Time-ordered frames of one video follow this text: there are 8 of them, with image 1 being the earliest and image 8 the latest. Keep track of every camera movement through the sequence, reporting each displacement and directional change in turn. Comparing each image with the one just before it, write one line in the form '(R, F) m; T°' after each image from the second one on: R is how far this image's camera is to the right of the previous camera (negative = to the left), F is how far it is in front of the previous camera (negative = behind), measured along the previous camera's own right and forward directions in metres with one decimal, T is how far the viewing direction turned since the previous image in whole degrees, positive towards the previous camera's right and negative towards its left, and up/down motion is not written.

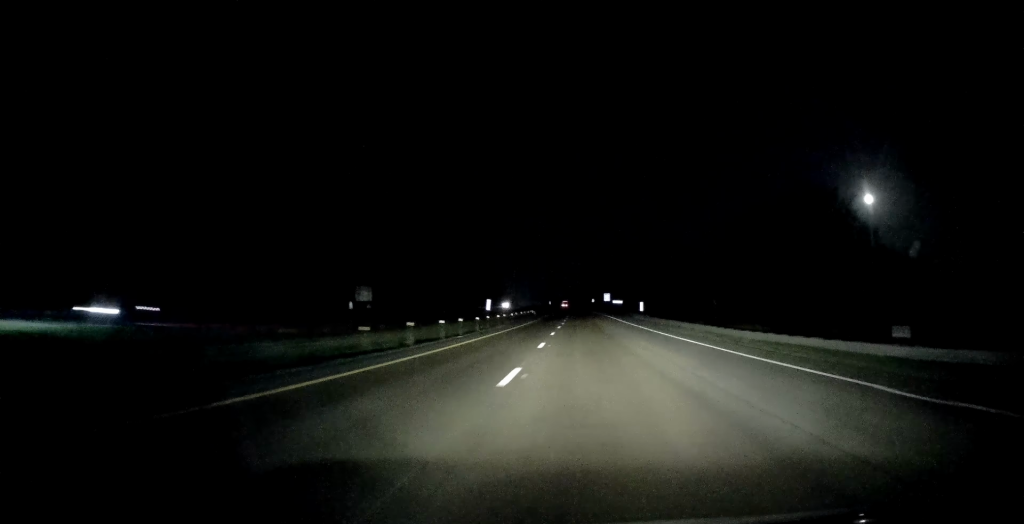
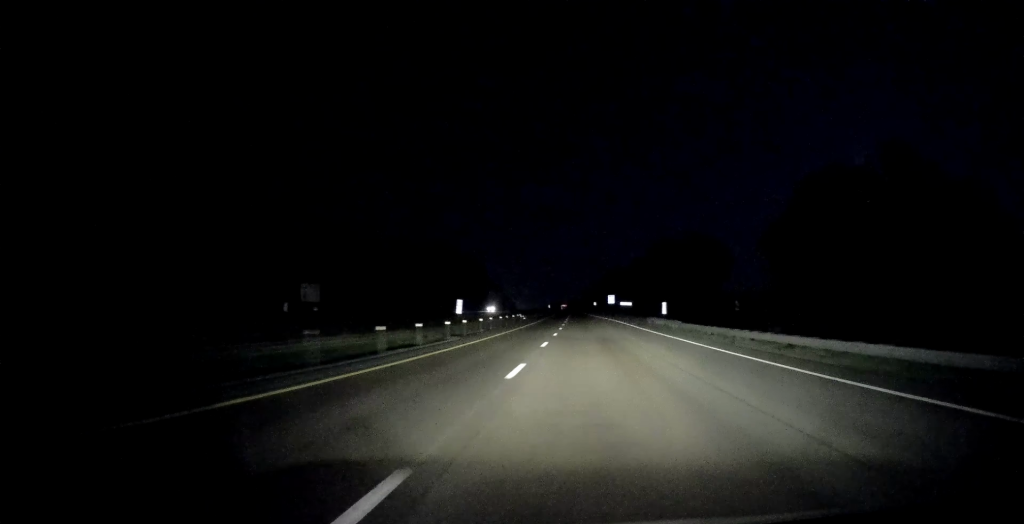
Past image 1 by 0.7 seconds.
(+0.1, +22.7) m; 0°
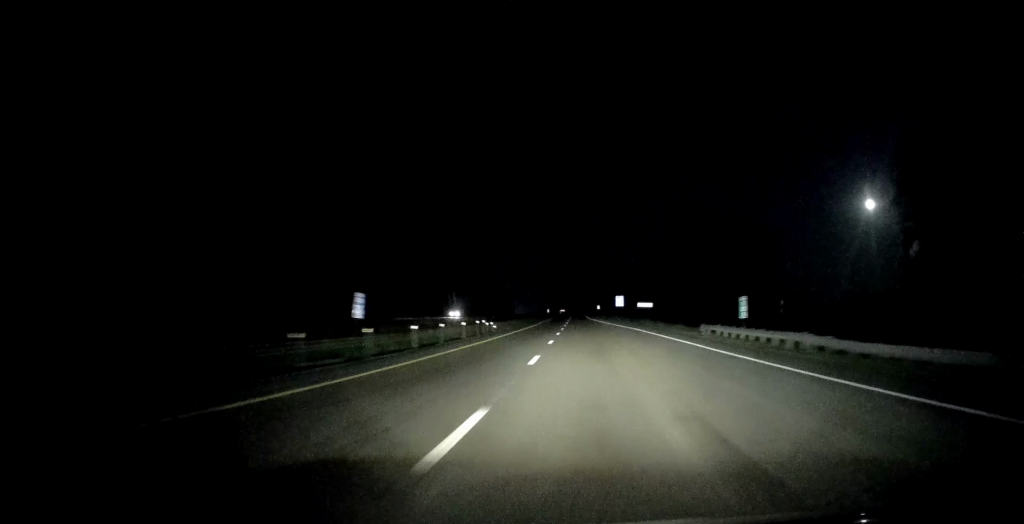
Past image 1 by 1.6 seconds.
(0.0, +31.7) m; -1°
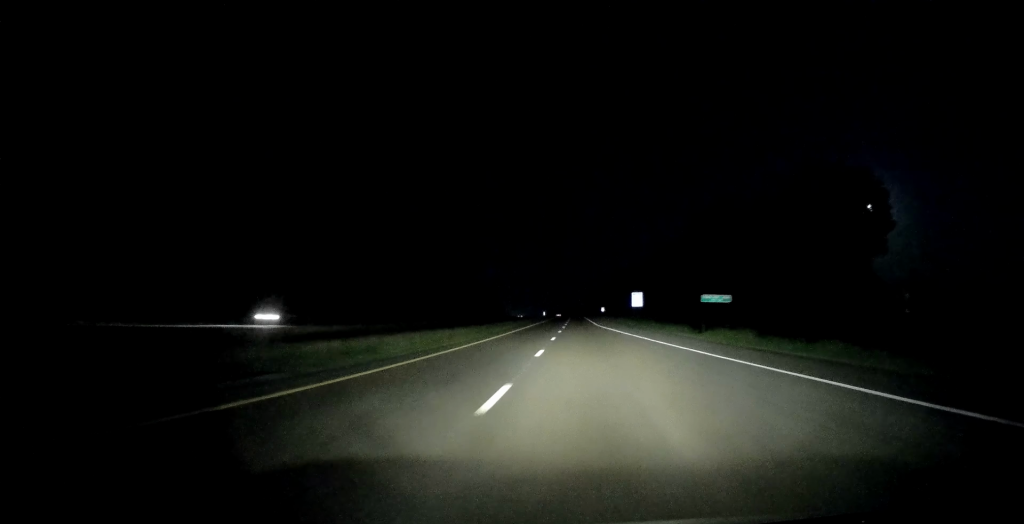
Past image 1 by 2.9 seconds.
(-0.3, +45.1) m; 0°
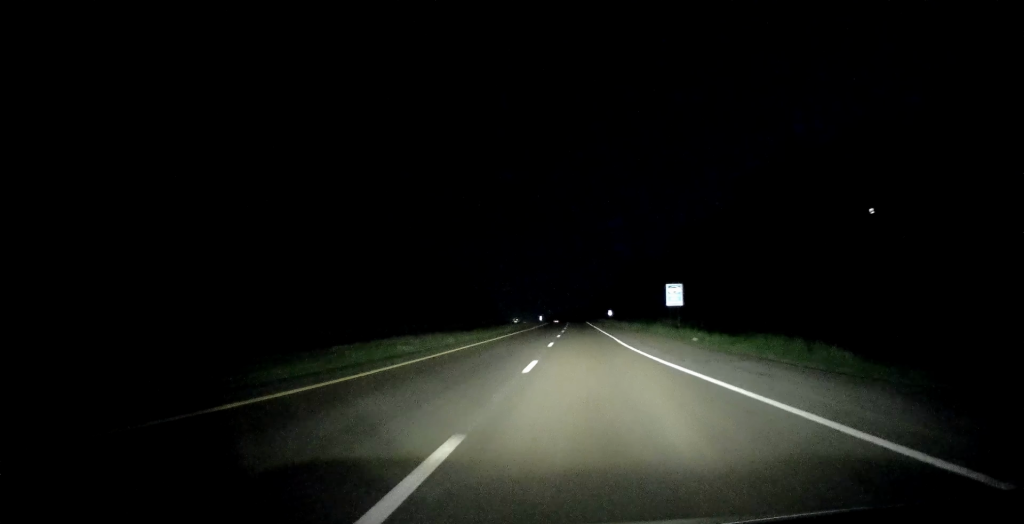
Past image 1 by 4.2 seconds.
(+0.3, +41.6) m; 0°
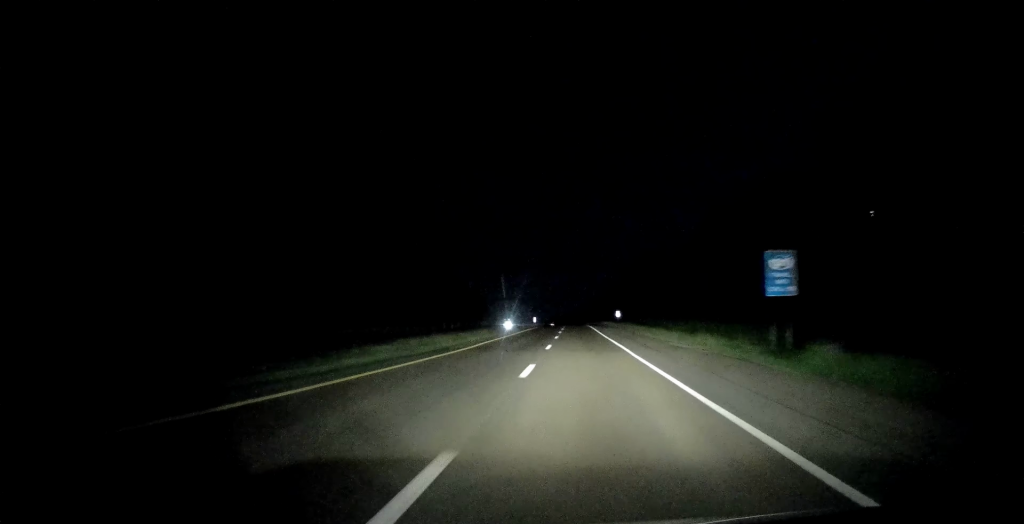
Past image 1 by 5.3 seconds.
(-0.3, +37.3) m; 0°
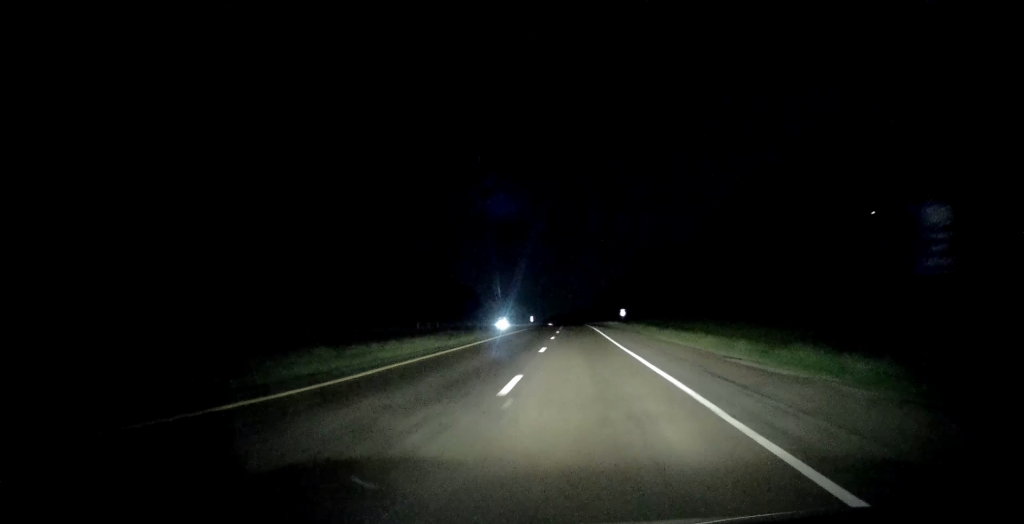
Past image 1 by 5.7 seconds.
(0.0, +15.9) m; 0°
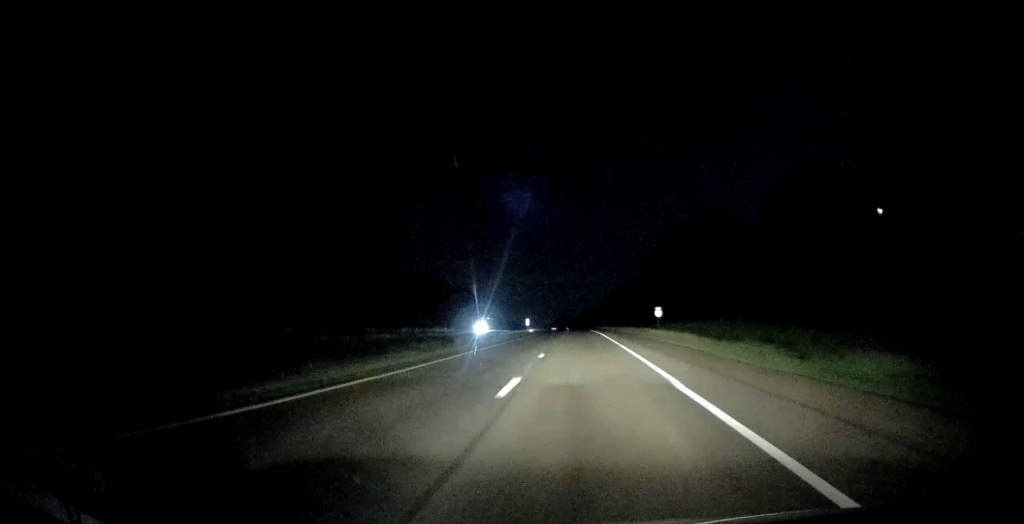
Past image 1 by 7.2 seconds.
(+0.4, +49.6) m; 0°
